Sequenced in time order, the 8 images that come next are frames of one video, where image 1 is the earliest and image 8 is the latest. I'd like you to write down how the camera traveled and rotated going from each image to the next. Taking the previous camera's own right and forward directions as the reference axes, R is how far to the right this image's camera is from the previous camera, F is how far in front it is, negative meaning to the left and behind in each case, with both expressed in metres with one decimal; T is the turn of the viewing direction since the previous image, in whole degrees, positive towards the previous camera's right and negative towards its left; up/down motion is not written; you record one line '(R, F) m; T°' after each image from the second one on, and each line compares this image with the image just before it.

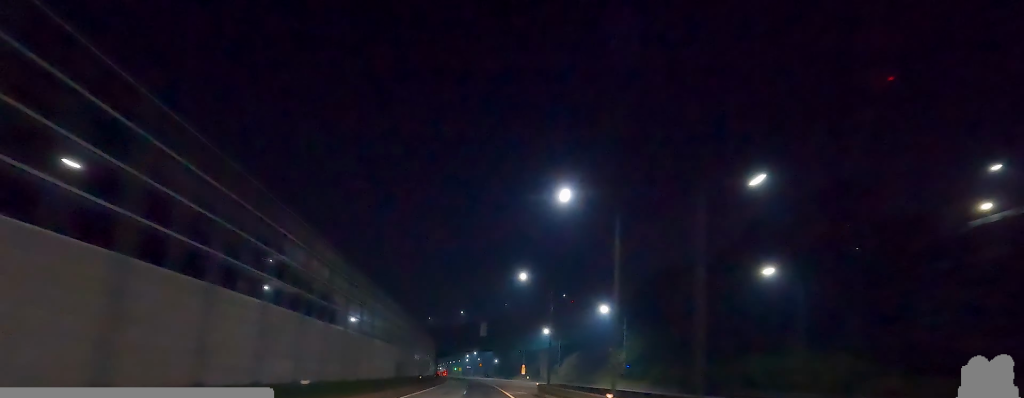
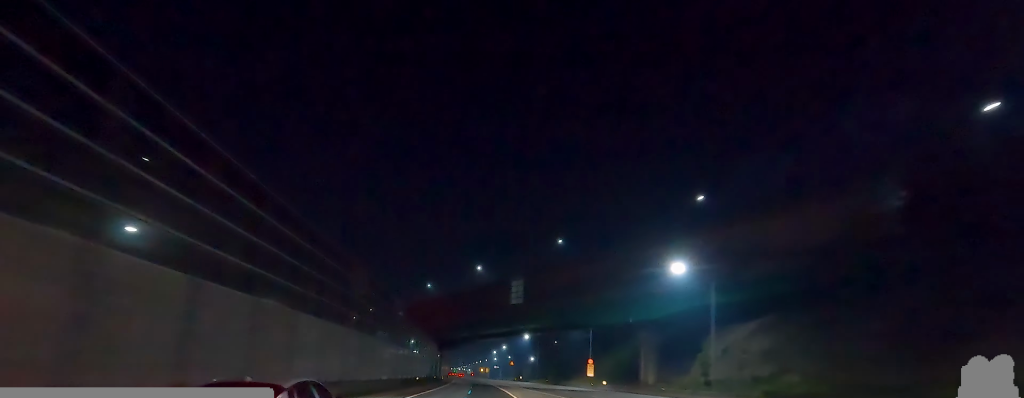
(-2.0, +78.0) m; -3°
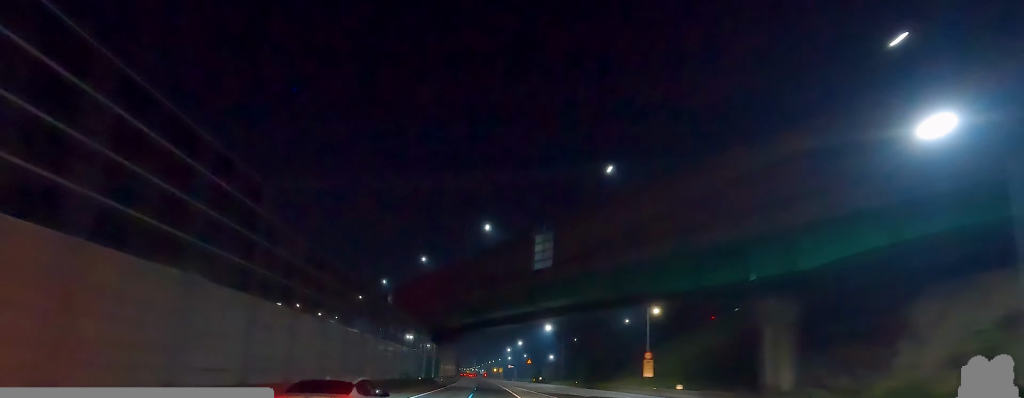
(0.0, +28.6) m; -2°
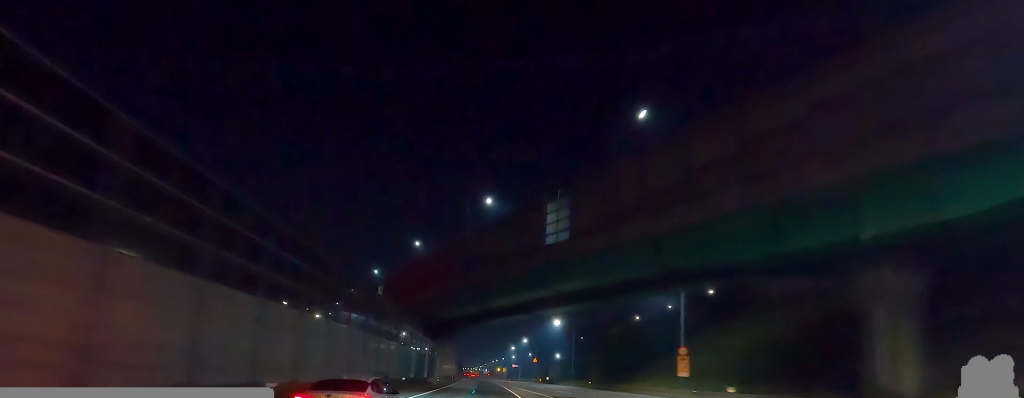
(-0.5, +11.1) m; 0°
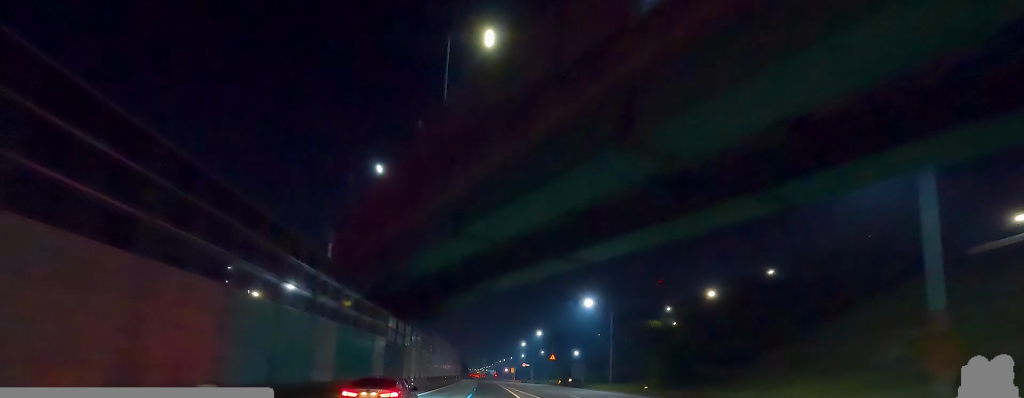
(+0.2, +30.7) m; 0°
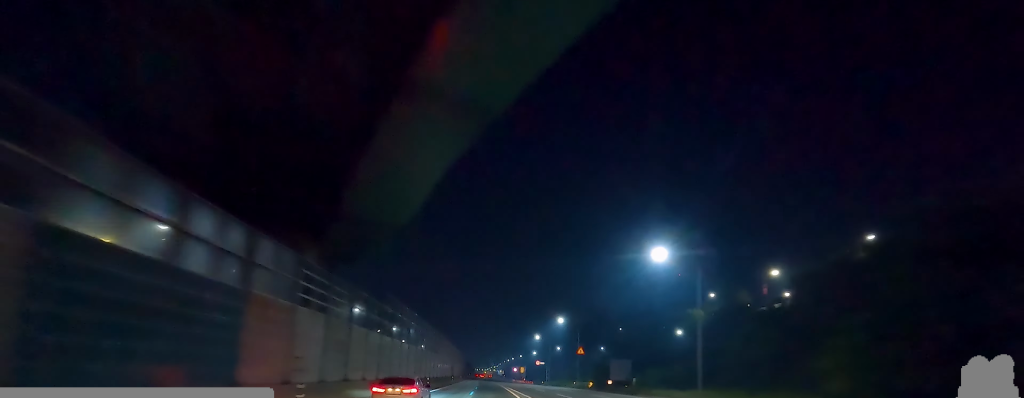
(-0.6, +31.7) m; -3°
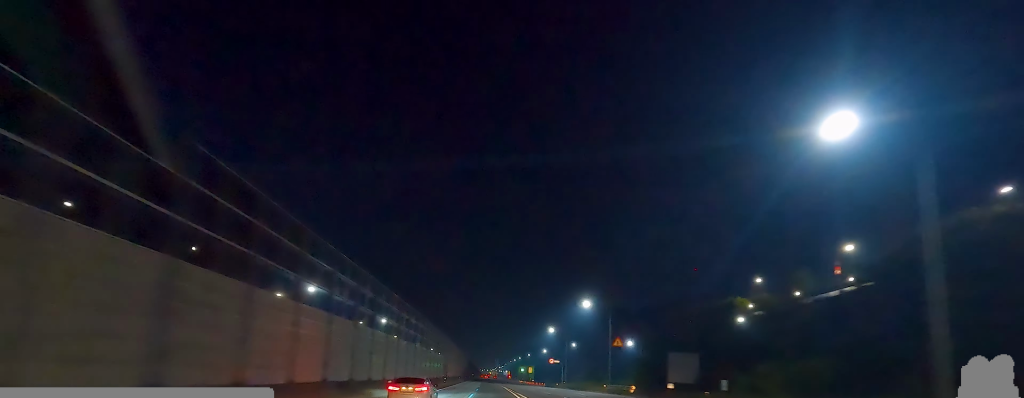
(-0.4, +24.4) m; -1°
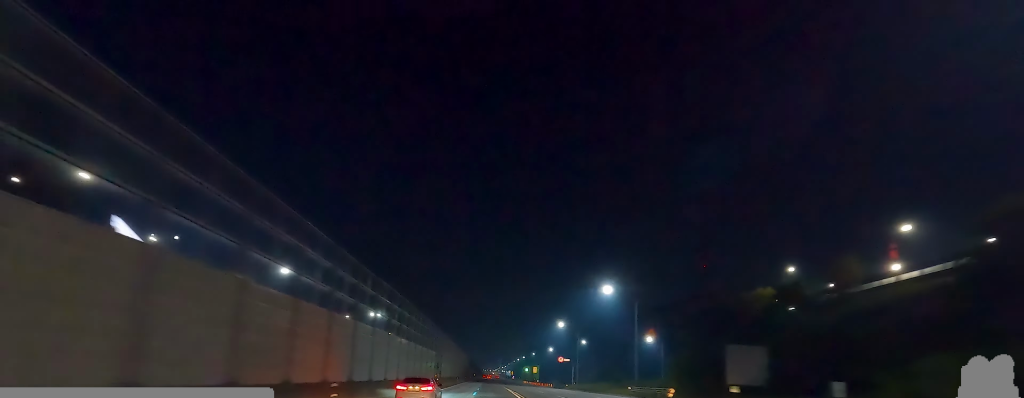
(0.0, +13.2) m; 0°
